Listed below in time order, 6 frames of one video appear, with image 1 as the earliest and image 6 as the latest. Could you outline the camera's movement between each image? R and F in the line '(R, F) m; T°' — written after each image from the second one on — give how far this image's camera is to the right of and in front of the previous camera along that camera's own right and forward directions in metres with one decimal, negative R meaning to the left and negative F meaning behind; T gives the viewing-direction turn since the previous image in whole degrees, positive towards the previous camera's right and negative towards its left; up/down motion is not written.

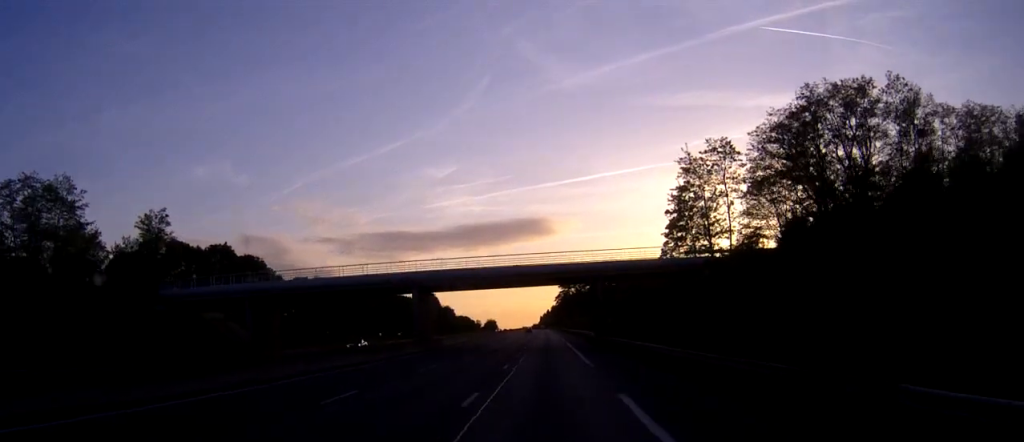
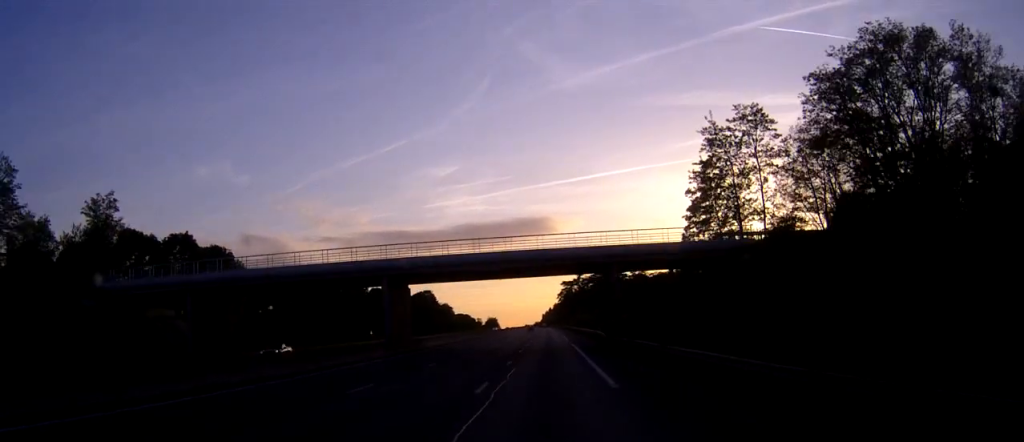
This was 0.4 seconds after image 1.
(0.0, +11.1) m; 0°
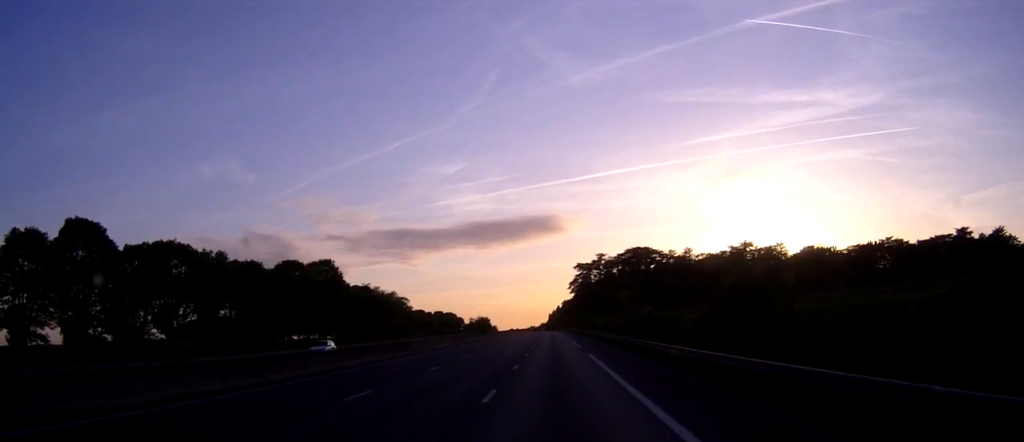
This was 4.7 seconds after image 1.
(-1.2, +118.3) m; -1°
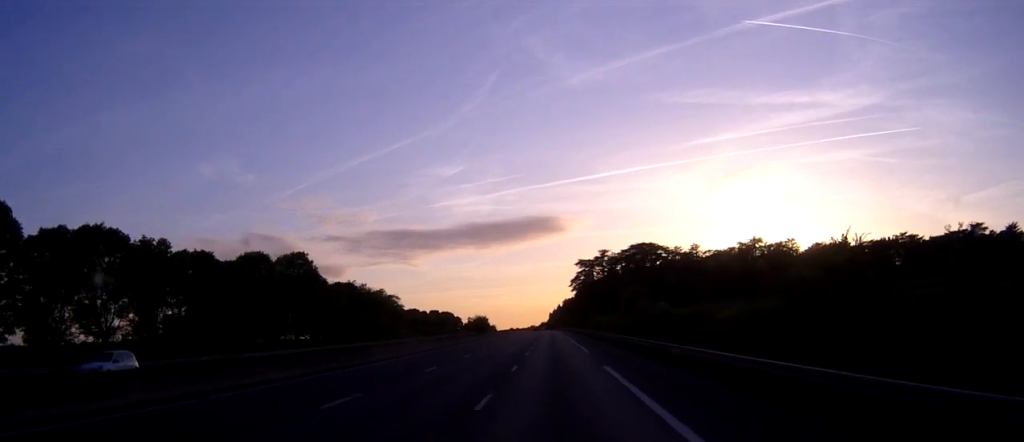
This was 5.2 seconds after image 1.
(0.0, +14.4) m; 0°
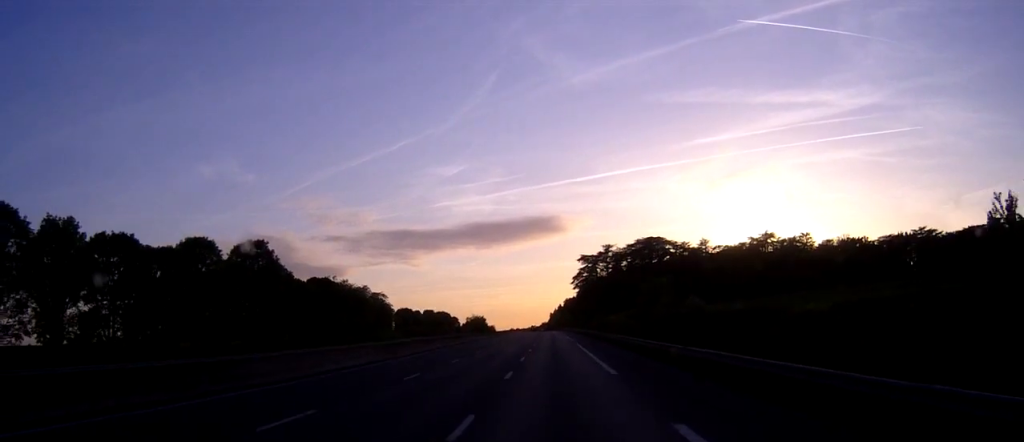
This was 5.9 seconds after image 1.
(0.0, +17.1) m; 0°
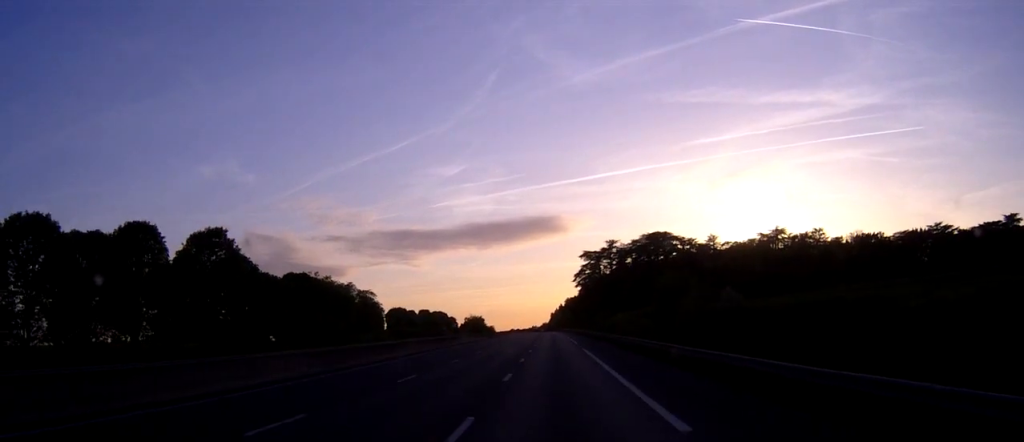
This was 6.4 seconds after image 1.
(-0.1, +13.4) m; 0°
